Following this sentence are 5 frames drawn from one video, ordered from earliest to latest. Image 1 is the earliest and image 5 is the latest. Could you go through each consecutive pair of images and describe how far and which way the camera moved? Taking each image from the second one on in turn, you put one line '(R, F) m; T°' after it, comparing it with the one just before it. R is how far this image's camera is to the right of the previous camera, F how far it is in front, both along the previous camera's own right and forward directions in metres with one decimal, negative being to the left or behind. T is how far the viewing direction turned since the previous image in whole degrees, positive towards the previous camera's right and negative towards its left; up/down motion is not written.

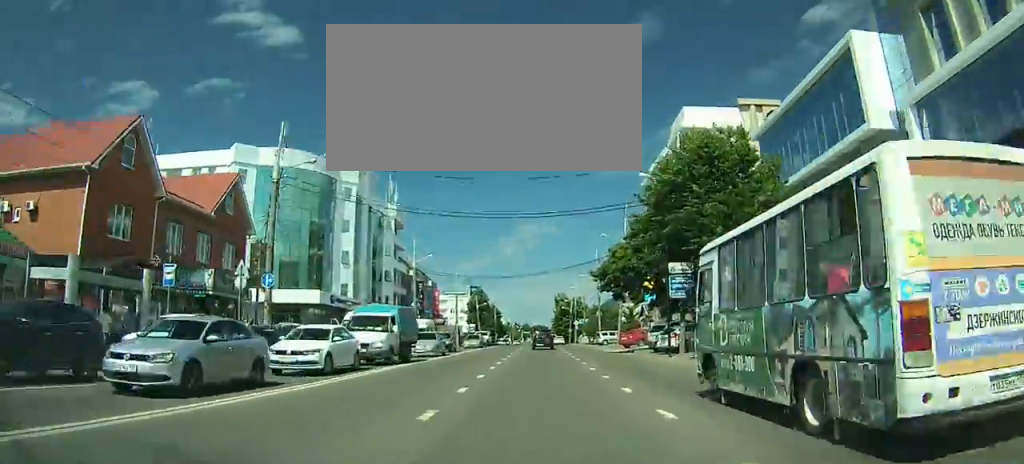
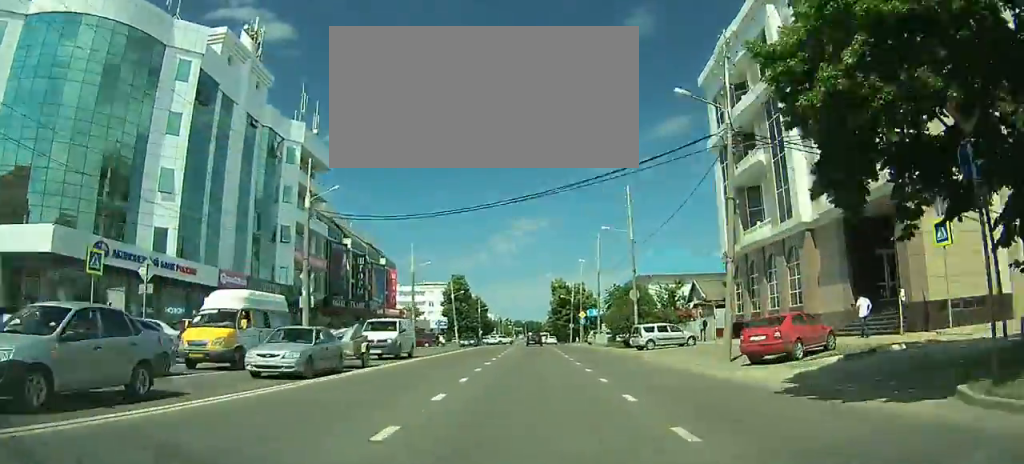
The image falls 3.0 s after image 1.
(-0.1, +30.2) m; -2°
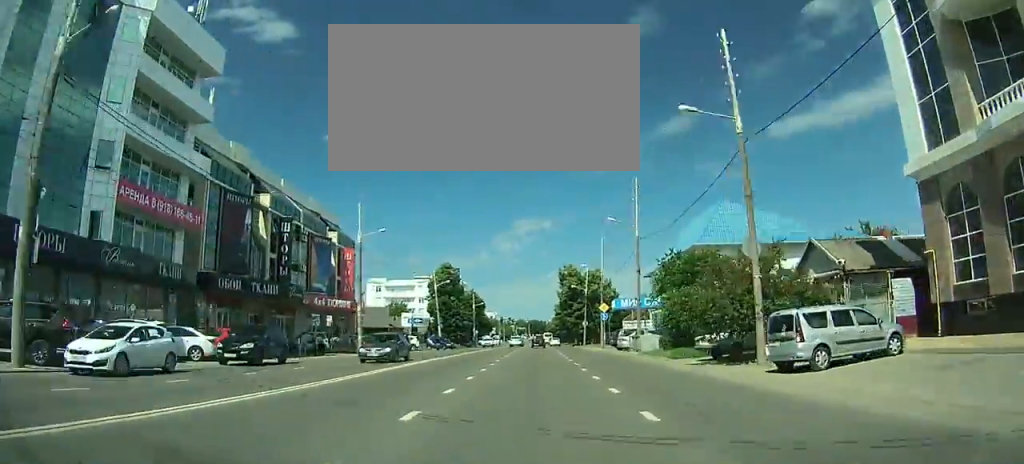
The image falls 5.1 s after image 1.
(0.0, +22.8) m; -2°
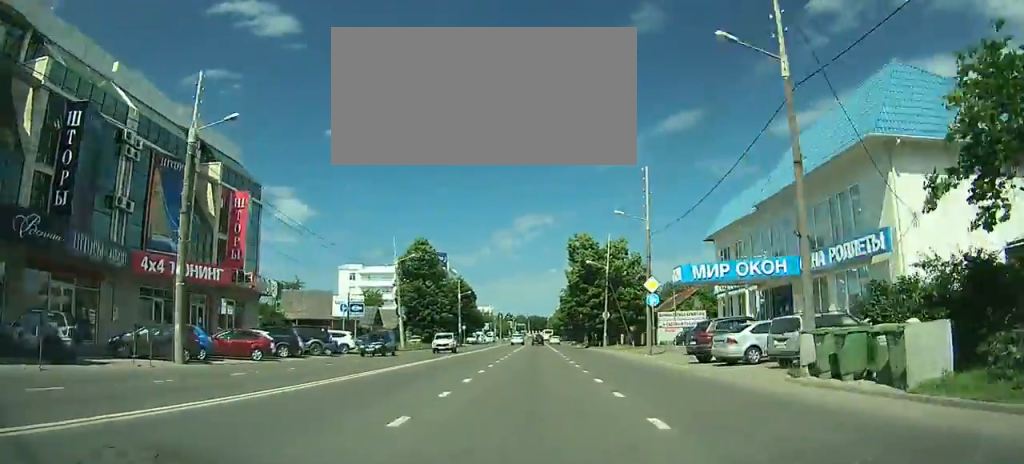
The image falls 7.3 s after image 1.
(-1.2, +25.5) m; +1°
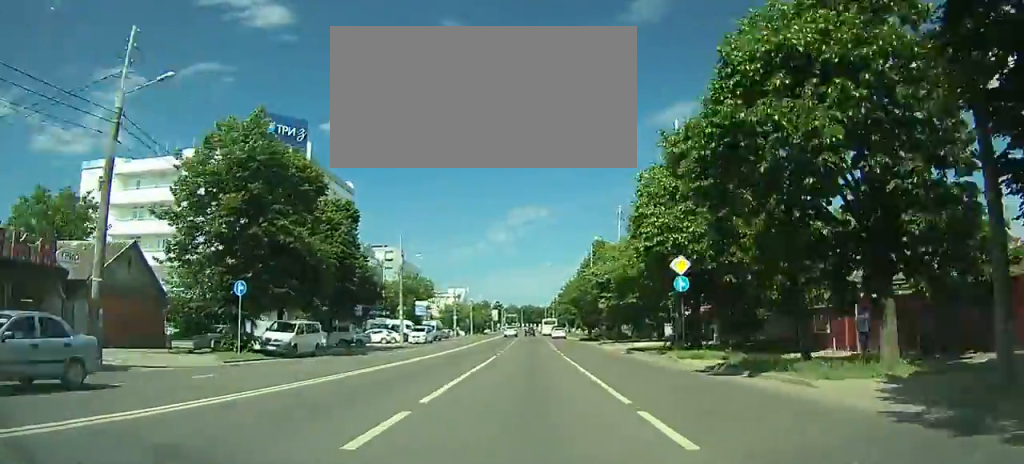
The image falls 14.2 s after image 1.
(+3.5, +91.0) m; +2°
